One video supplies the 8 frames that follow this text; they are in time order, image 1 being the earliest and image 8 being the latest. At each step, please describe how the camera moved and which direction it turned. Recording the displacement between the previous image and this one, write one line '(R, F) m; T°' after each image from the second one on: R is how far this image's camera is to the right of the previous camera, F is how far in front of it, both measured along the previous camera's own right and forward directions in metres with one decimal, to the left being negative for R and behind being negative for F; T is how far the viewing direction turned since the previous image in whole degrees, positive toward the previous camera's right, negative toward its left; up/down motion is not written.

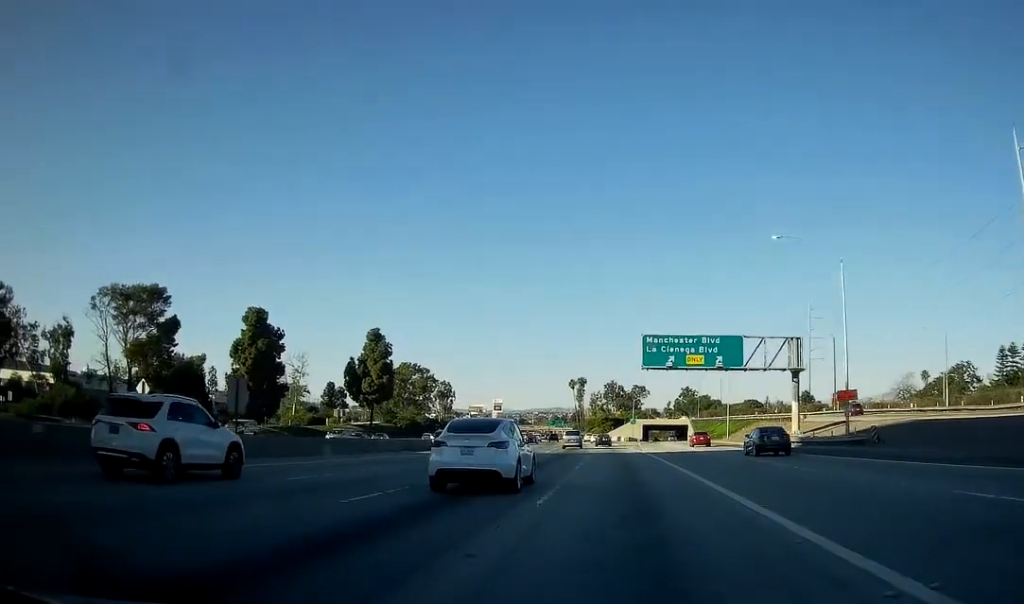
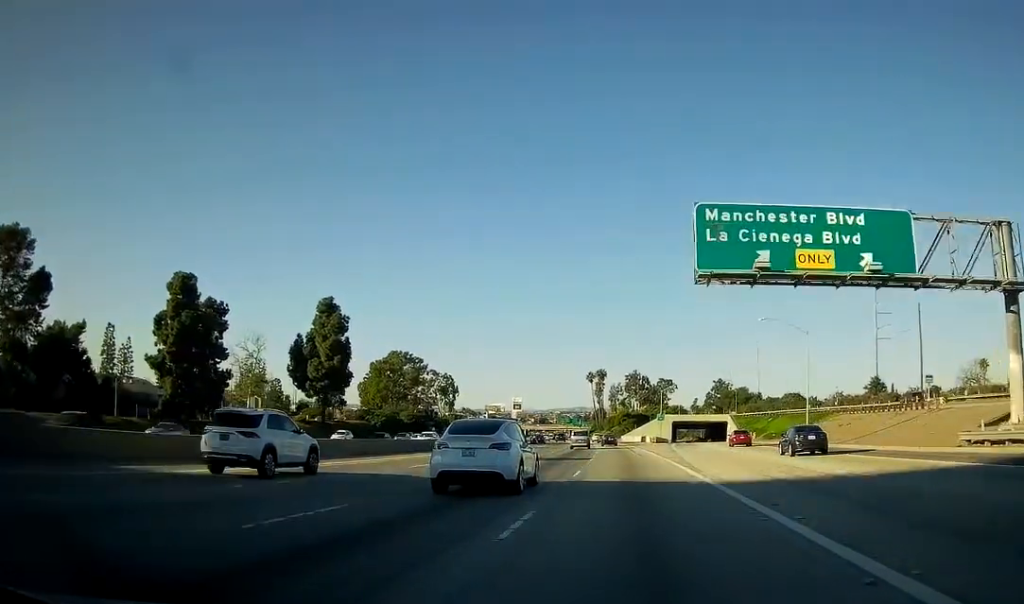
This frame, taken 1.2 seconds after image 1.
(0.0, +33.2) m; -2°
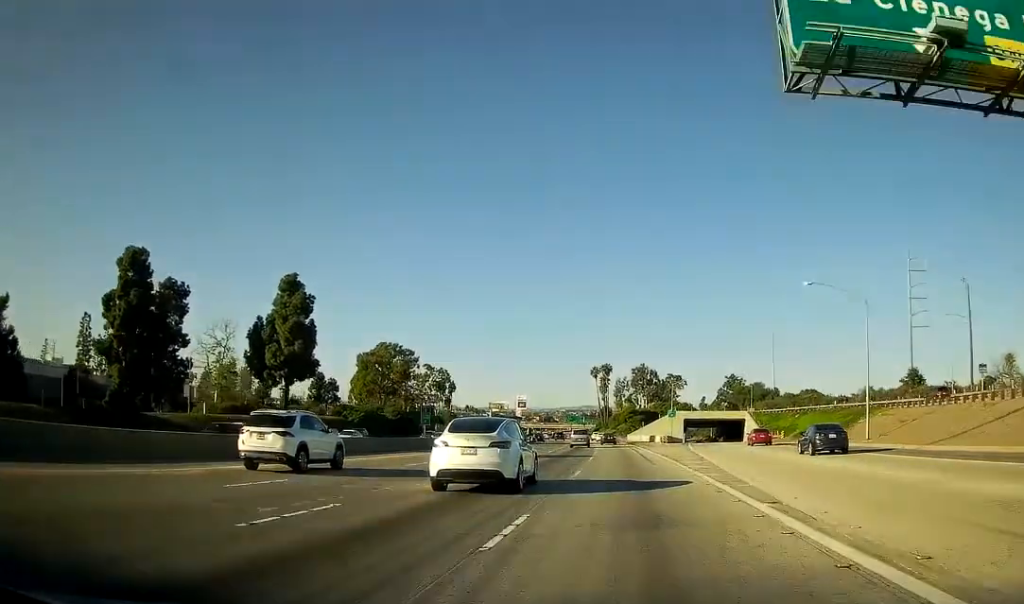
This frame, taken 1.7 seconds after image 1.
(+0.1, +14.8) m; -2°
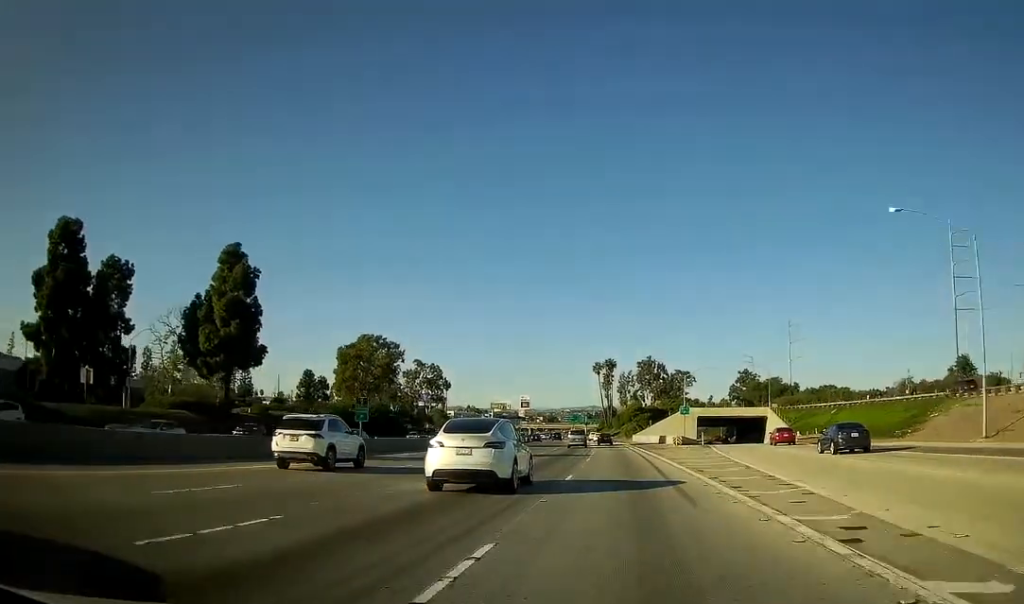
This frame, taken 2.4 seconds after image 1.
(-0.9, +17.5) m; -1°
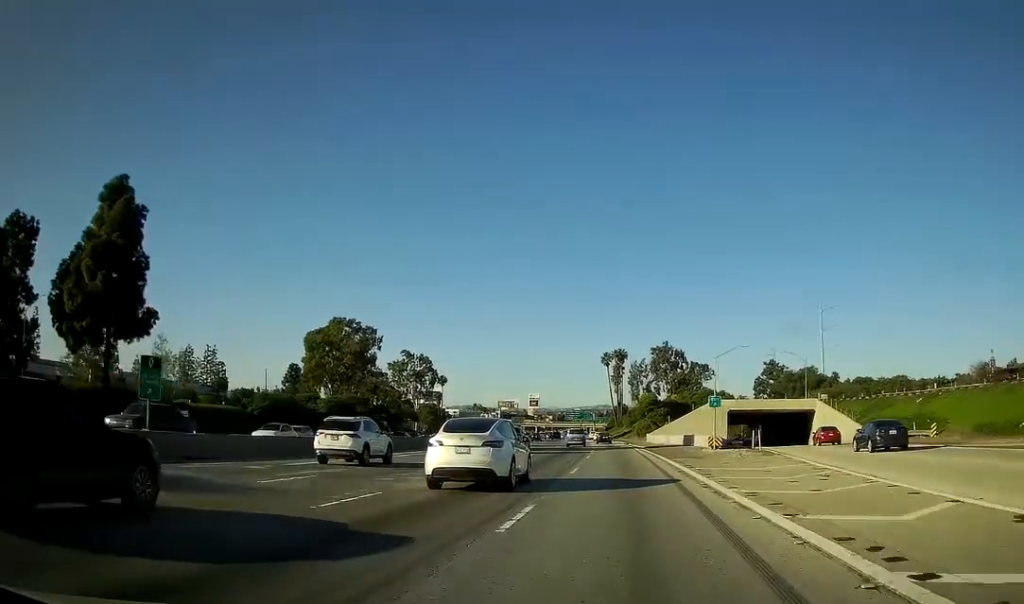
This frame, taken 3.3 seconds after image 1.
(+0.1, +24.7) m; 0°
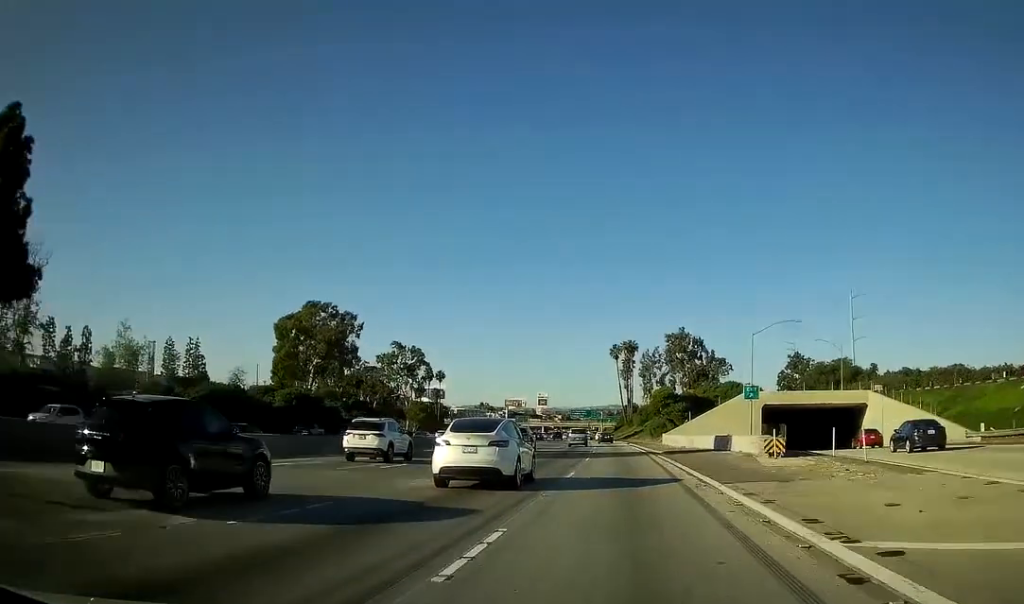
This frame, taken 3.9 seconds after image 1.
(+0.1, +17.2) m; 0°
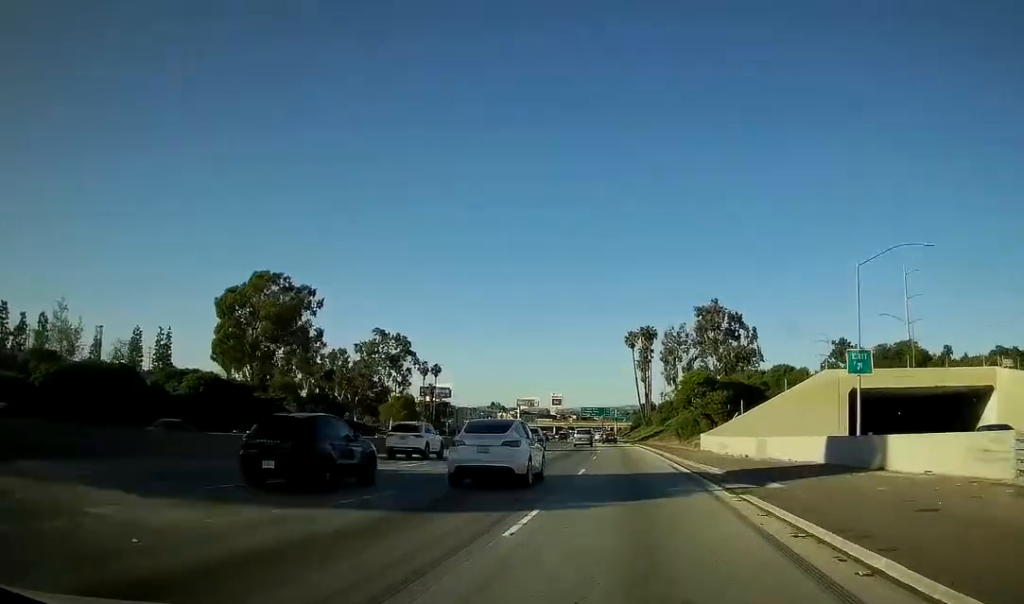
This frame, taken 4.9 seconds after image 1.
(-0.5, +26.0) m; -2°
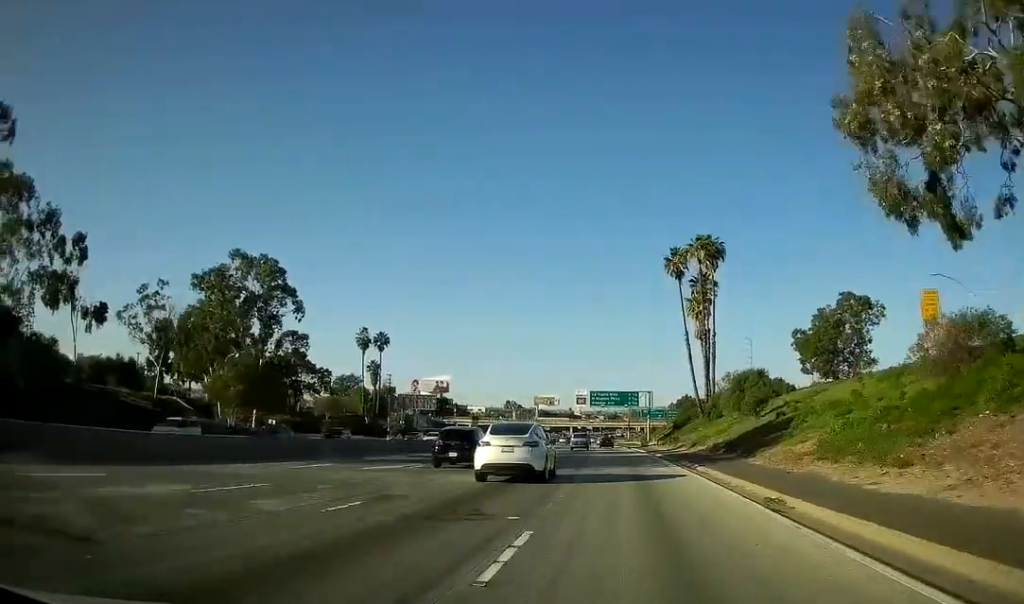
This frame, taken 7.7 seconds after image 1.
(-1.0, +74.5) m; -1°
